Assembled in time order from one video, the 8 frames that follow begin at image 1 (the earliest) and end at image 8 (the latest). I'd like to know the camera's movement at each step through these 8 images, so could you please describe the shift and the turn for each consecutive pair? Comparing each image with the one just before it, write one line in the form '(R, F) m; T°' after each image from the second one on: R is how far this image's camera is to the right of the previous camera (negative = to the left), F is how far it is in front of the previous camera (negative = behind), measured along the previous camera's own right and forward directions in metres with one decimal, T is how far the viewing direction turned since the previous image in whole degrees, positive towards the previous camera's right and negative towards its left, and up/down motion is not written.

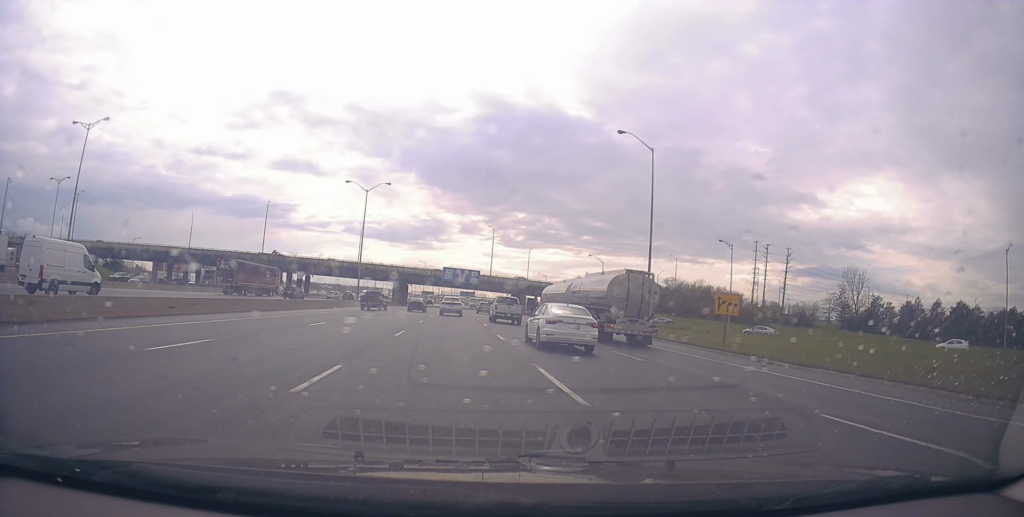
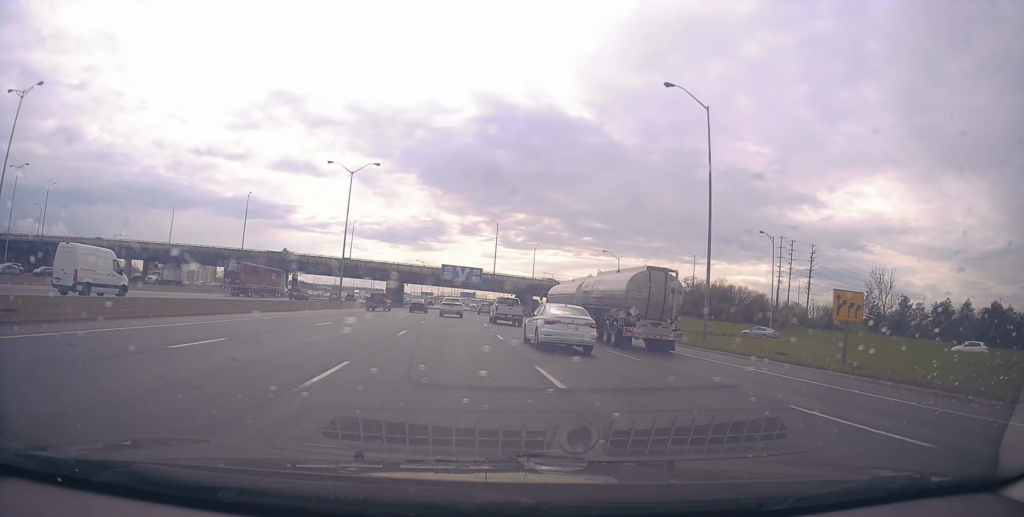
(+0.2, +10.7) m; 0°
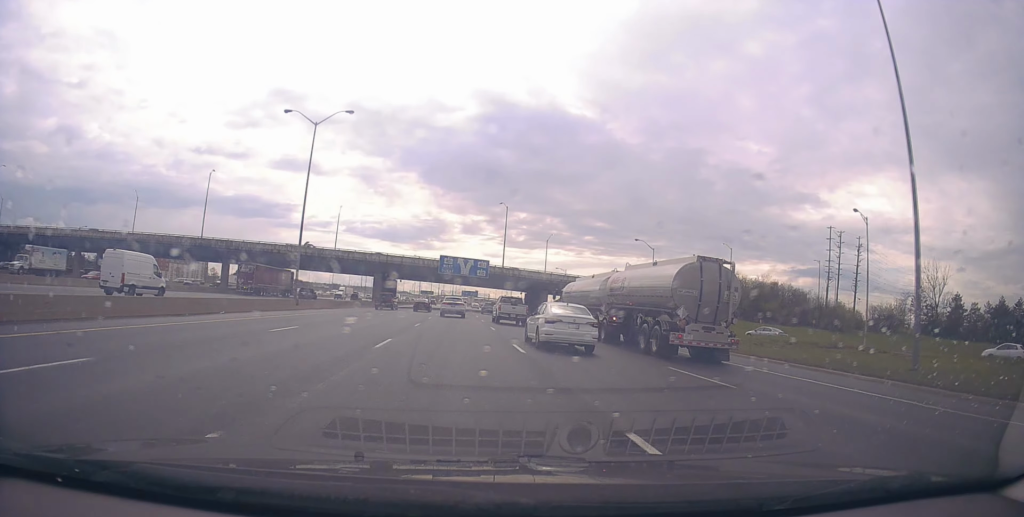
(-0.4, +17.9) m; -1°
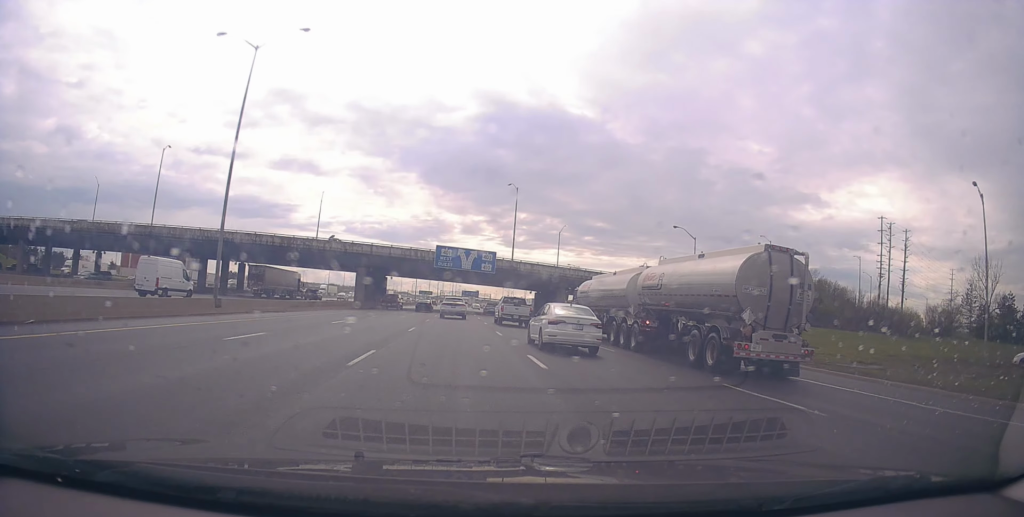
(0.0, +15.6) m; +1°
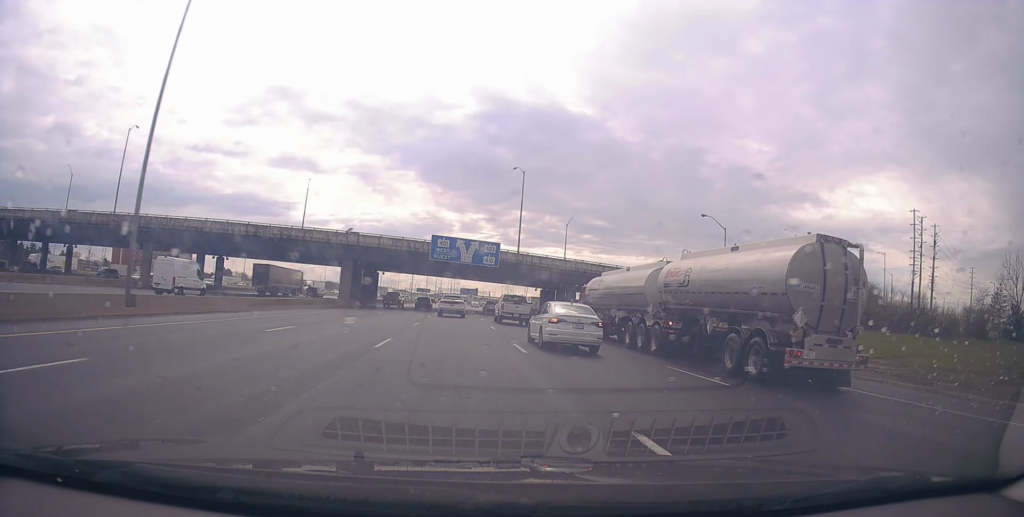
(-0.1, +9.3) m; +1°
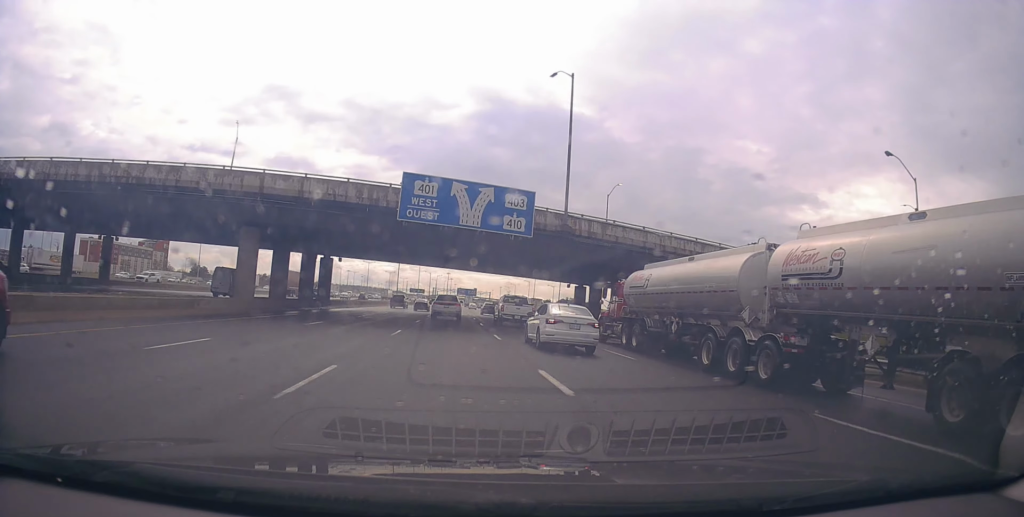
(+0.5, +31.1) m; 0°
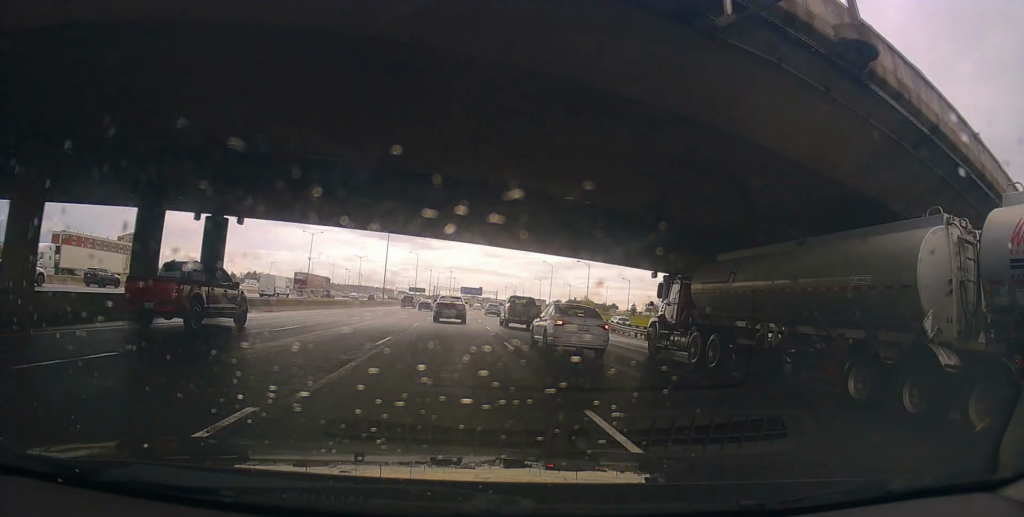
(-0.6, +28.0) m; -1°
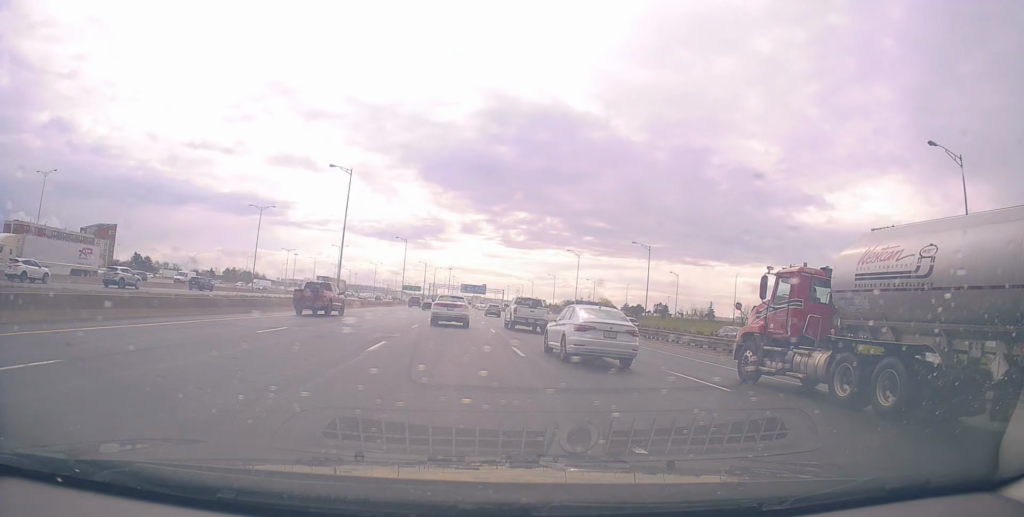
(-0.1, +37.4) m; +1°
